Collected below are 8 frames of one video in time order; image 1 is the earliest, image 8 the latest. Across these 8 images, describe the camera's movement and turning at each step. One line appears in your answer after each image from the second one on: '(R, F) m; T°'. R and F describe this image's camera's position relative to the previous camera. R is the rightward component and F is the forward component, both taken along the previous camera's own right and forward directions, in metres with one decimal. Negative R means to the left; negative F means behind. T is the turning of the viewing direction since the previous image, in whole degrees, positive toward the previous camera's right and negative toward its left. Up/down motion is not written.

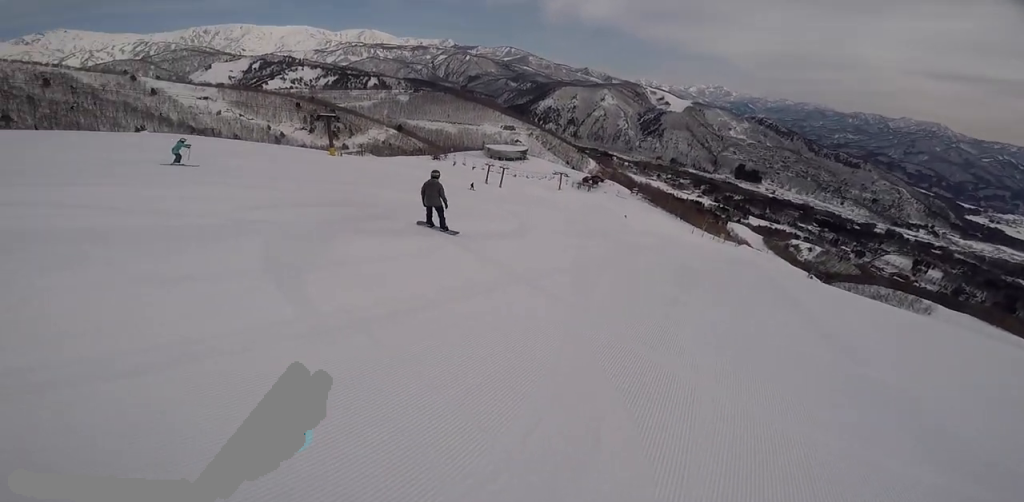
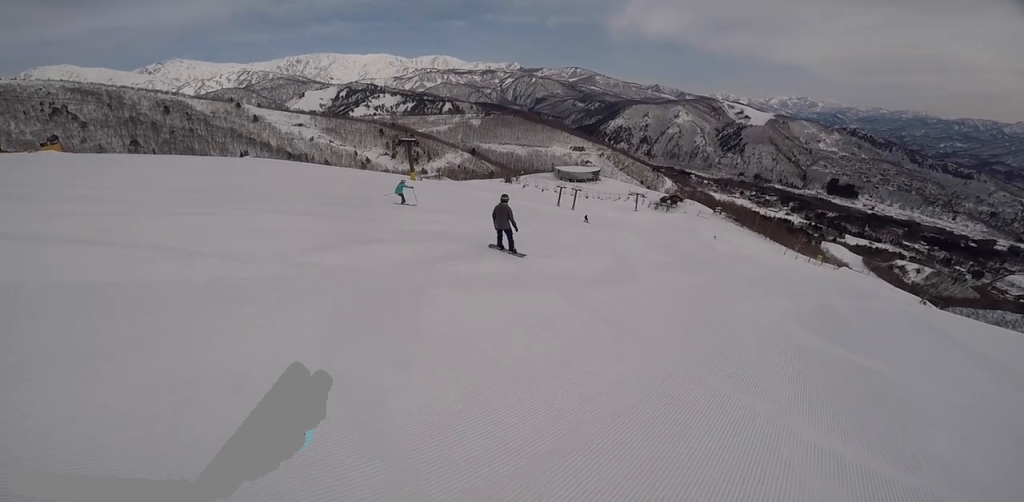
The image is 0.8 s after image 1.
(-0.6, +1.9) m; -6°
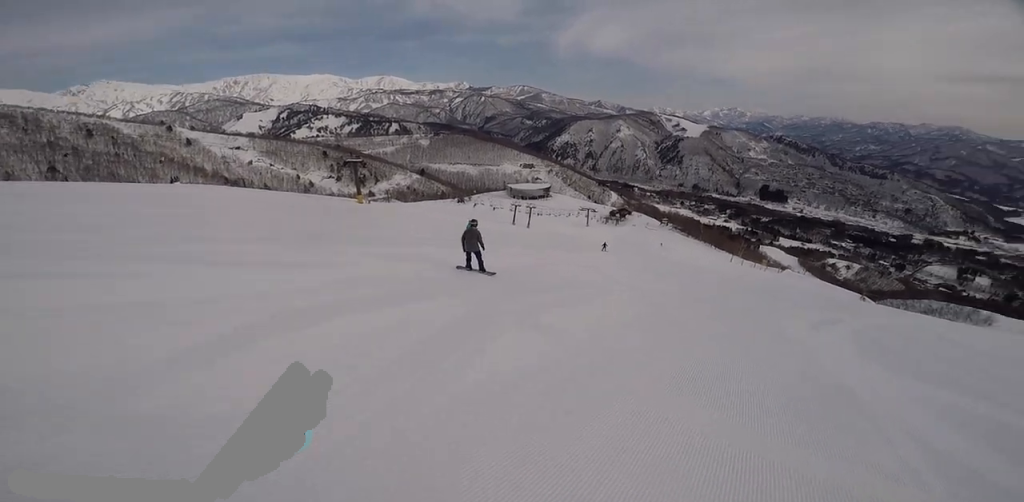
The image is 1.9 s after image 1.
(+0.4, +3.7) m; +18°
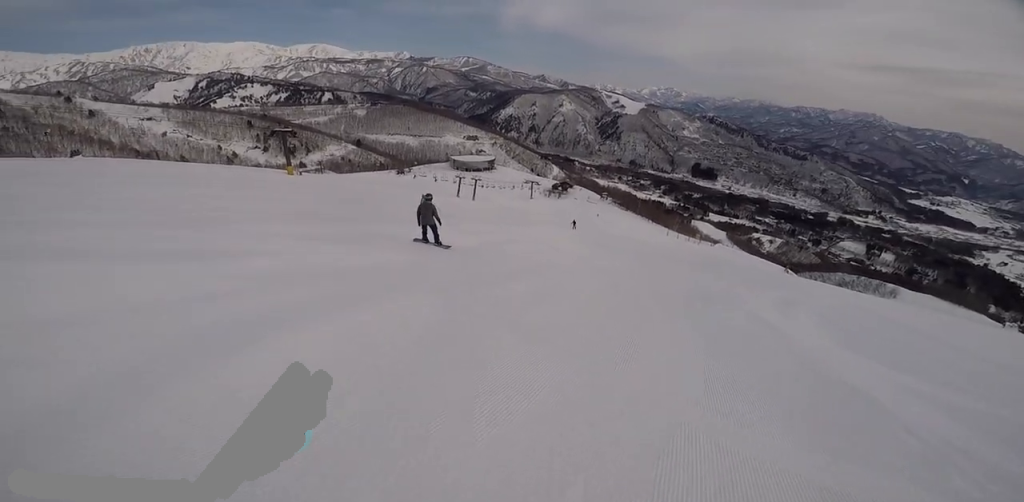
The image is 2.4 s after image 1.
(+0.3, +2.1) m; +8°
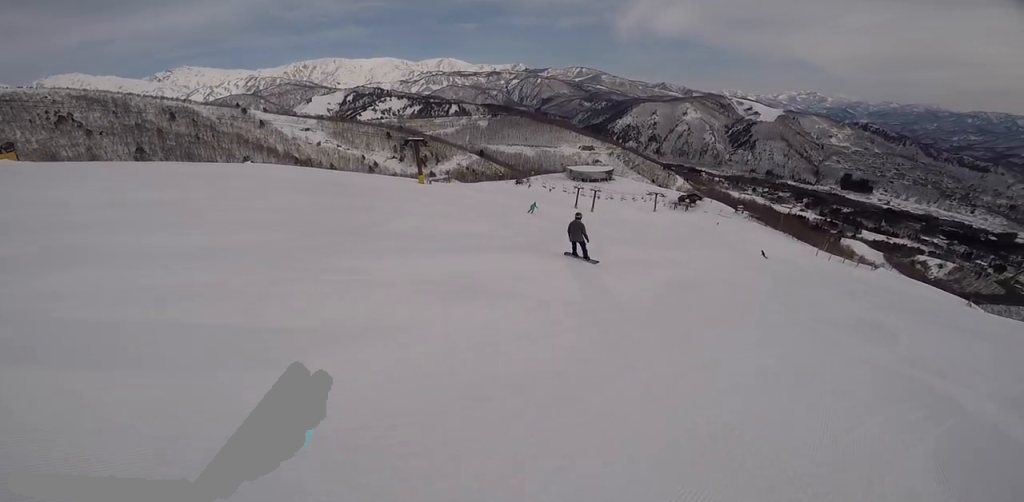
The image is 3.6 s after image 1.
(0.0, +5.6) m; -4°
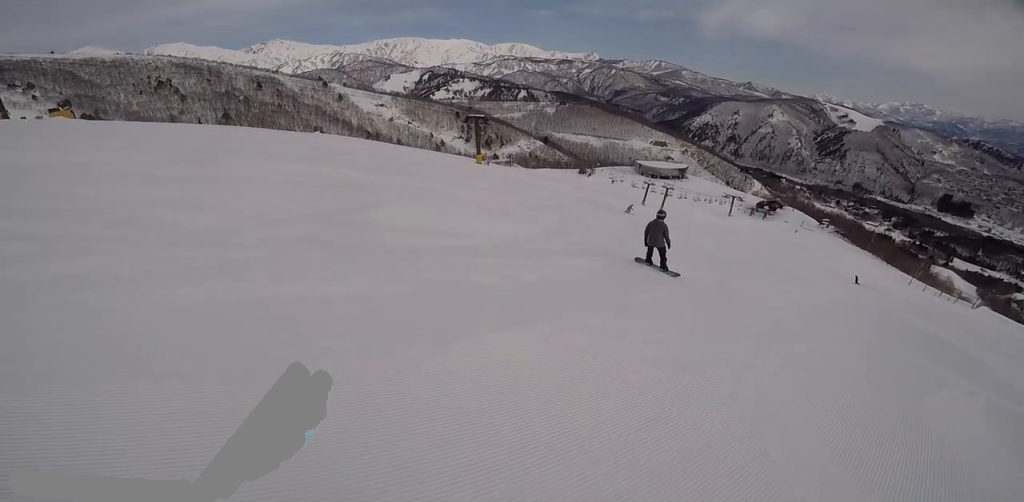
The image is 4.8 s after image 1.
(-0.5, +5.4) m; -14°
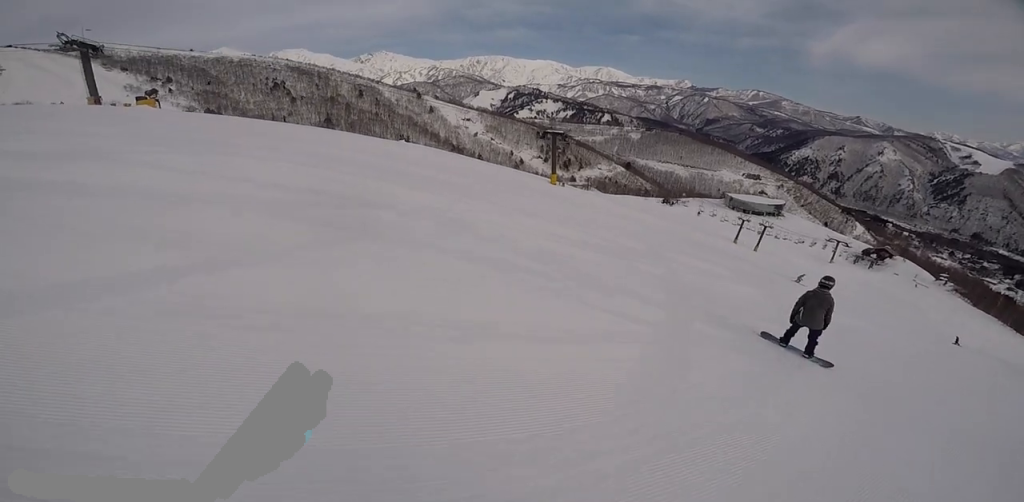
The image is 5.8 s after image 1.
(-0.8, +5.2) m; -6°
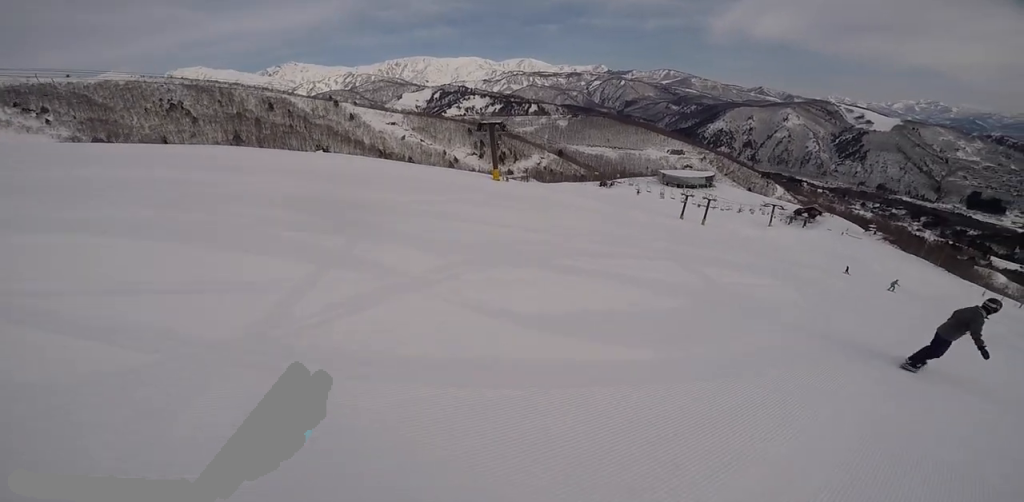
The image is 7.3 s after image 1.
(+0.7, +6.3) m; +22°
